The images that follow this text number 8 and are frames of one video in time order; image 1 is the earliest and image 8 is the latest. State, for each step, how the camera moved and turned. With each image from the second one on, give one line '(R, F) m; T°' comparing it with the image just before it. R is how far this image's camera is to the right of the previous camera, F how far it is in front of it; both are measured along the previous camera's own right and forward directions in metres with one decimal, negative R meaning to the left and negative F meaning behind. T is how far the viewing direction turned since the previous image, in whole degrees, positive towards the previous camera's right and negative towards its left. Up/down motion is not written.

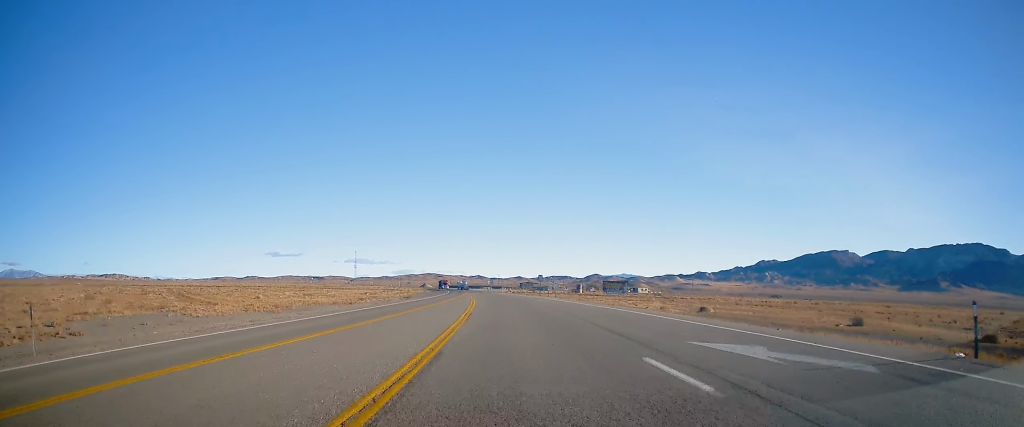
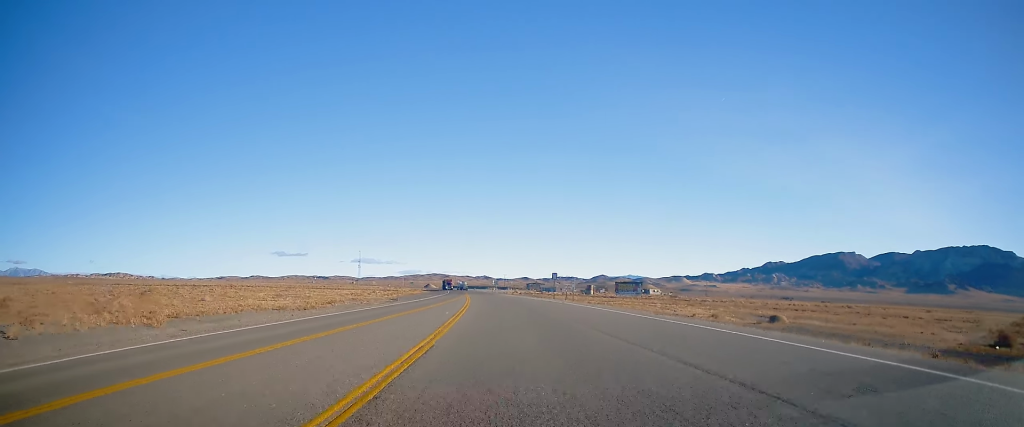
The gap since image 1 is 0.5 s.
(-0.3, +15.3) m; -1°
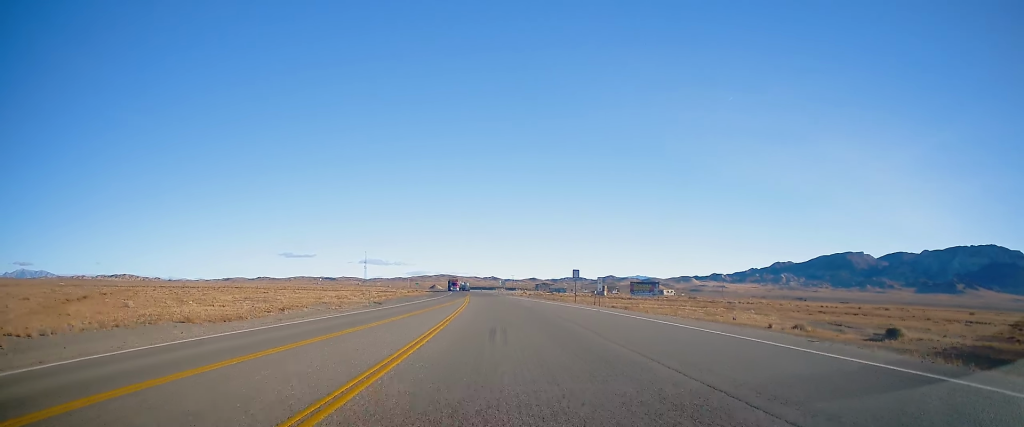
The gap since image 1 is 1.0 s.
(-0.1, +14.5) m; -1°
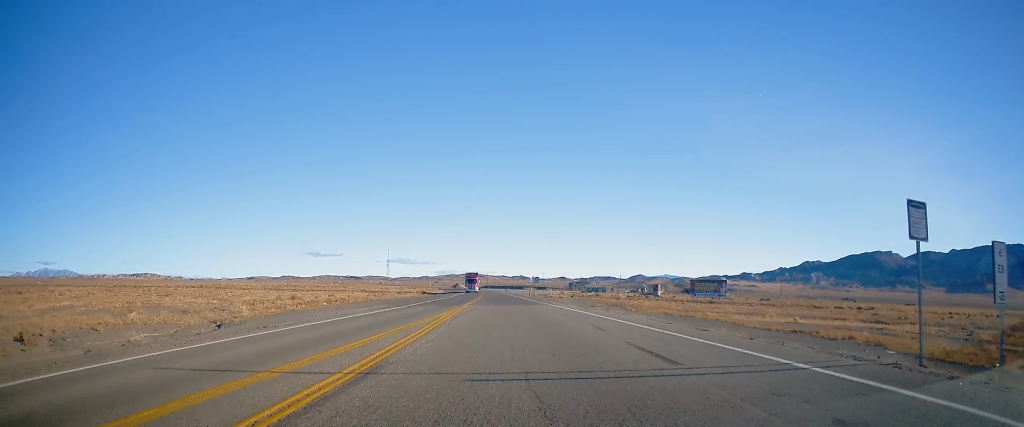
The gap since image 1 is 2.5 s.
(-0.9, +43.7) m; -2°
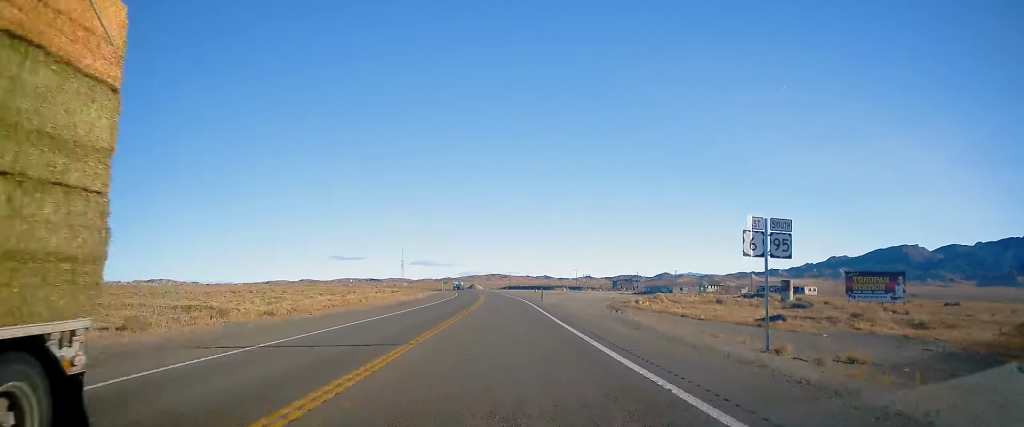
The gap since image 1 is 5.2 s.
(-1.6, +79.0) m; -2°
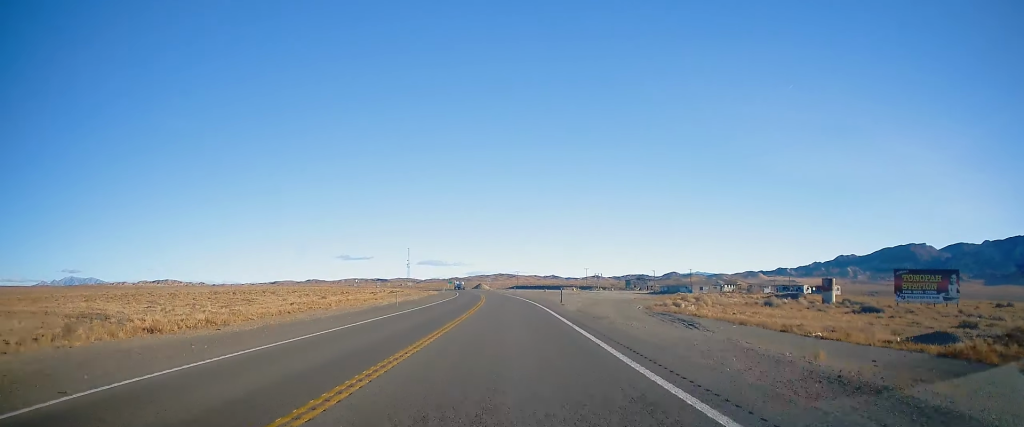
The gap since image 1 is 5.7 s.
(0.0, +13.7) m; -1°
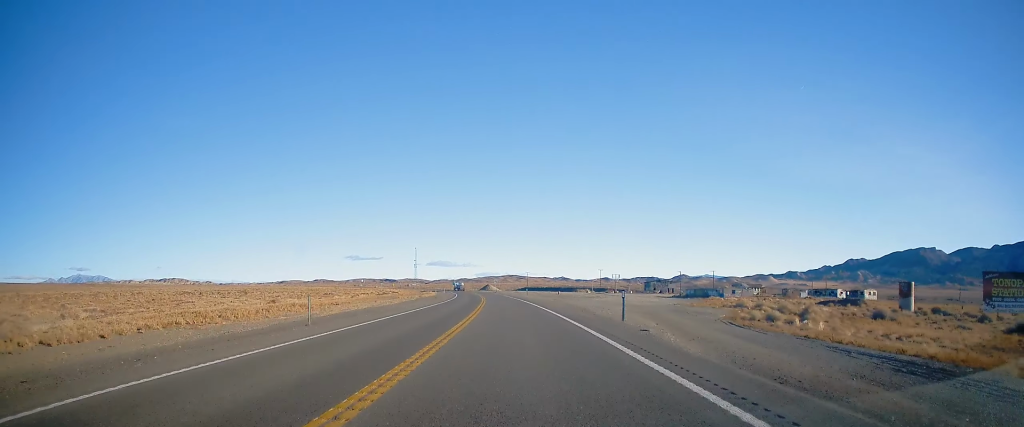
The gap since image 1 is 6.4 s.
(-0.4, +20.5) m; -1°
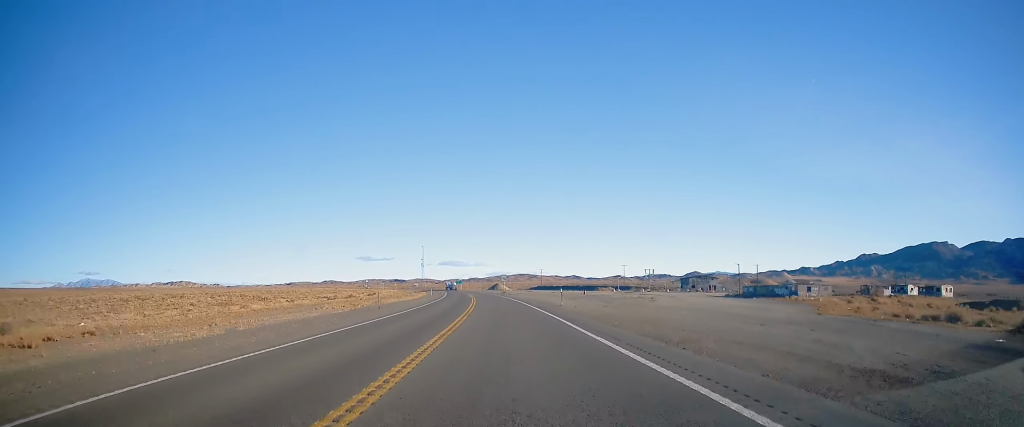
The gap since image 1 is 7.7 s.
(-0.5, +39.0) m; -1°
